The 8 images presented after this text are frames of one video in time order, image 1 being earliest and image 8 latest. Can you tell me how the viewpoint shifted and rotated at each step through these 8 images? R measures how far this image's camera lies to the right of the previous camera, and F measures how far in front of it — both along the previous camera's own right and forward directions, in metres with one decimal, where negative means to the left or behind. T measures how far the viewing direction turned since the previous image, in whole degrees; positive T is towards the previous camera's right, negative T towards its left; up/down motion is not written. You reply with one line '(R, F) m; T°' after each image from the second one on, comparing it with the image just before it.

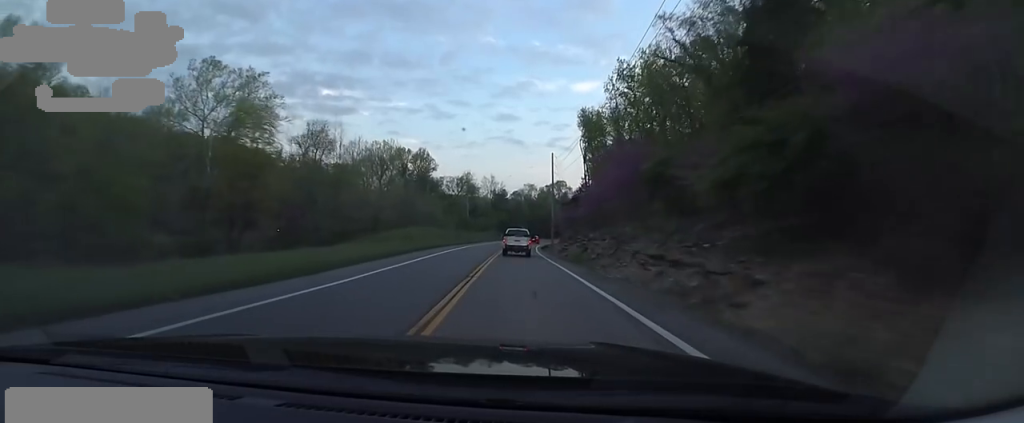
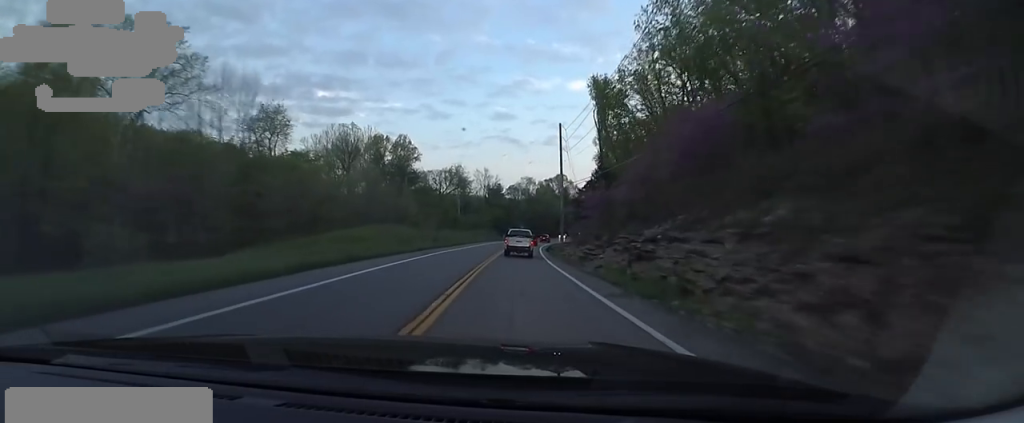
(-0.5, +17.2) m; 0°
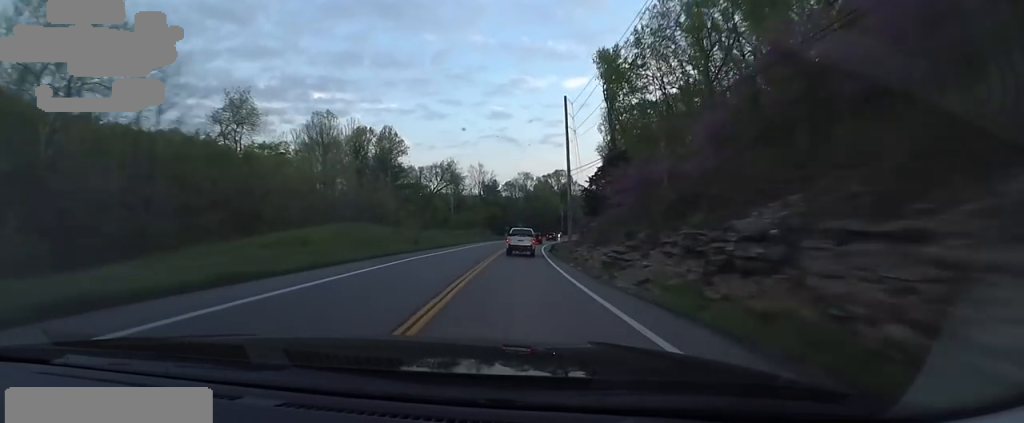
(-0.1, +9.4) m; +1°
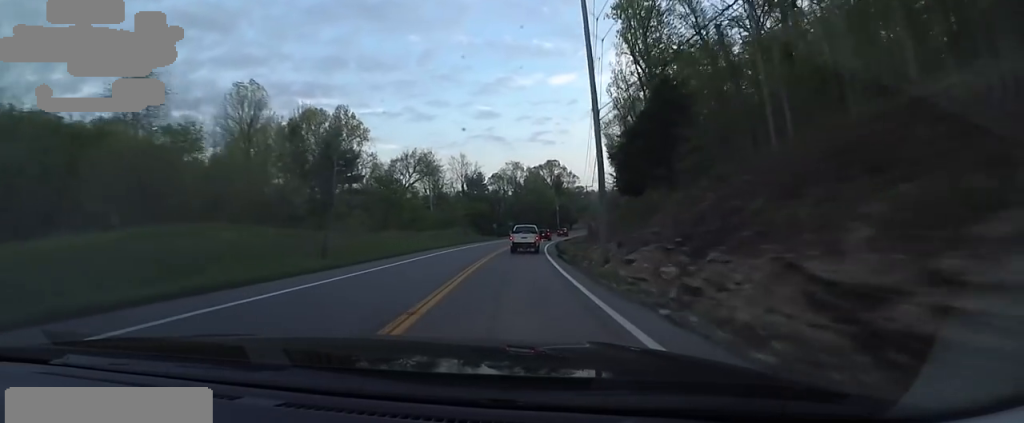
(+0.4, +18.6) m; +3°
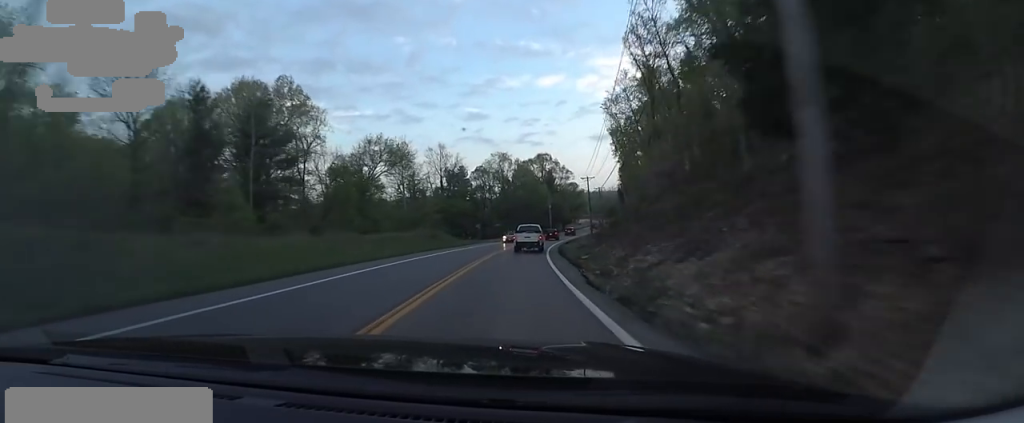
(+0.6, +16.6) m; +1°
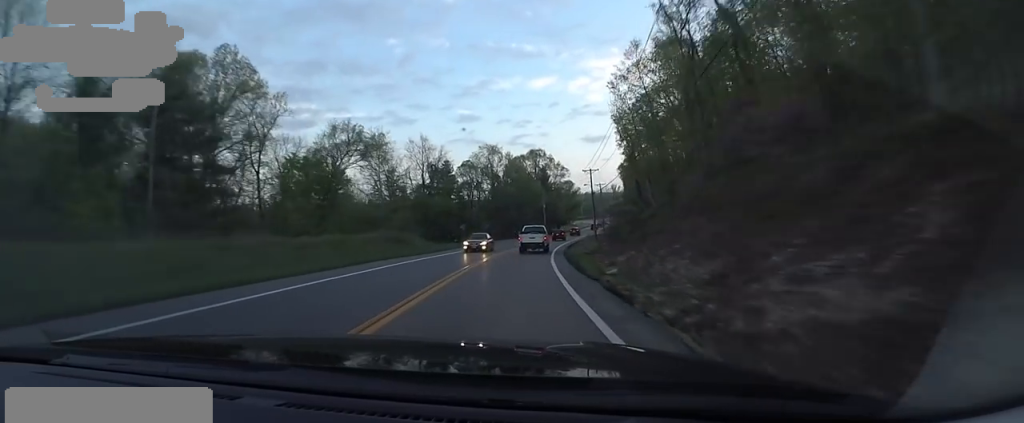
(+0.2, +11.8) m; +1°
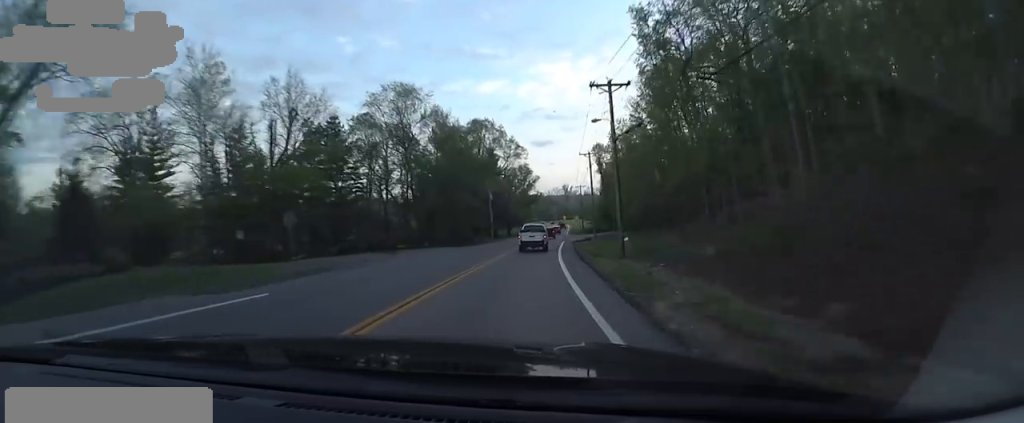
(+1.1, +40.7) m; +7°
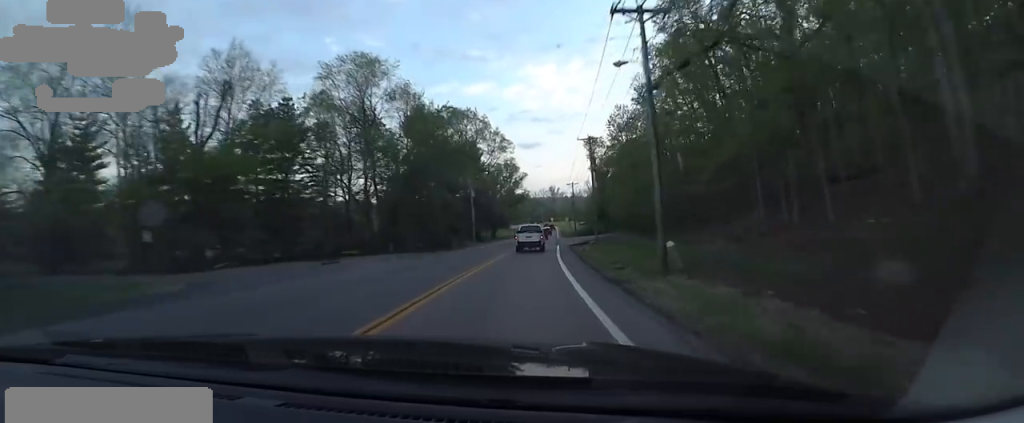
(+0.4, +9.9) m; +2°
